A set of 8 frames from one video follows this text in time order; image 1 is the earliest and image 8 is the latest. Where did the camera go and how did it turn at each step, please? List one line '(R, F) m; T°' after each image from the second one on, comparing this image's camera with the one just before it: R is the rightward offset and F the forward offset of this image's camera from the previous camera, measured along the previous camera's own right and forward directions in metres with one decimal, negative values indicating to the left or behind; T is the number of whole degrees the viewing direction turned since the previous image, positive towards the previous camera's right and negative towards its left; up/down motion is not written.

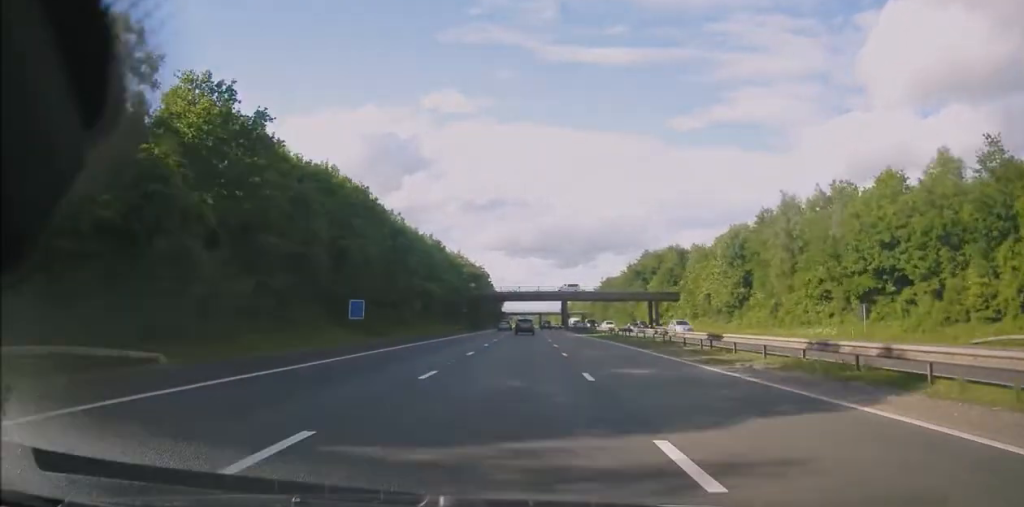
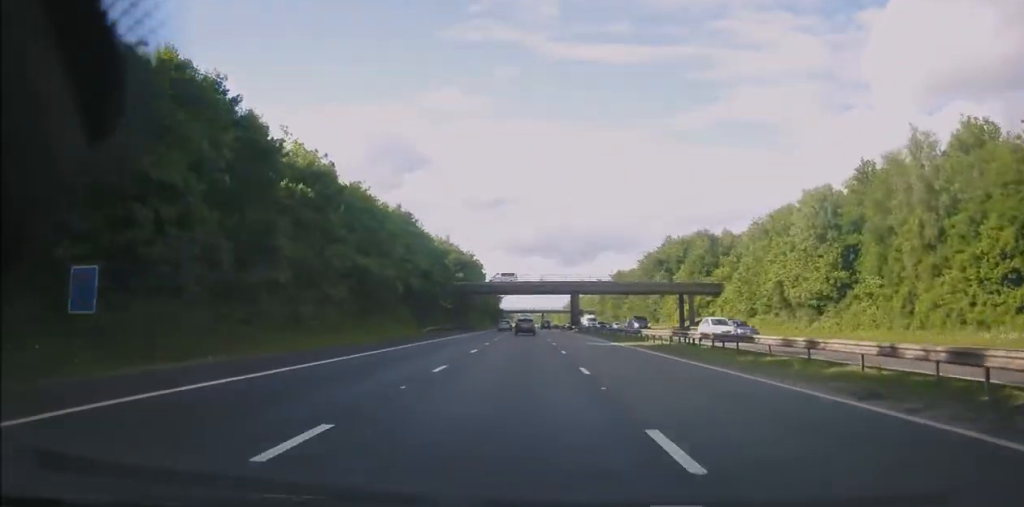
(-0.2, +25.9) m; -1°
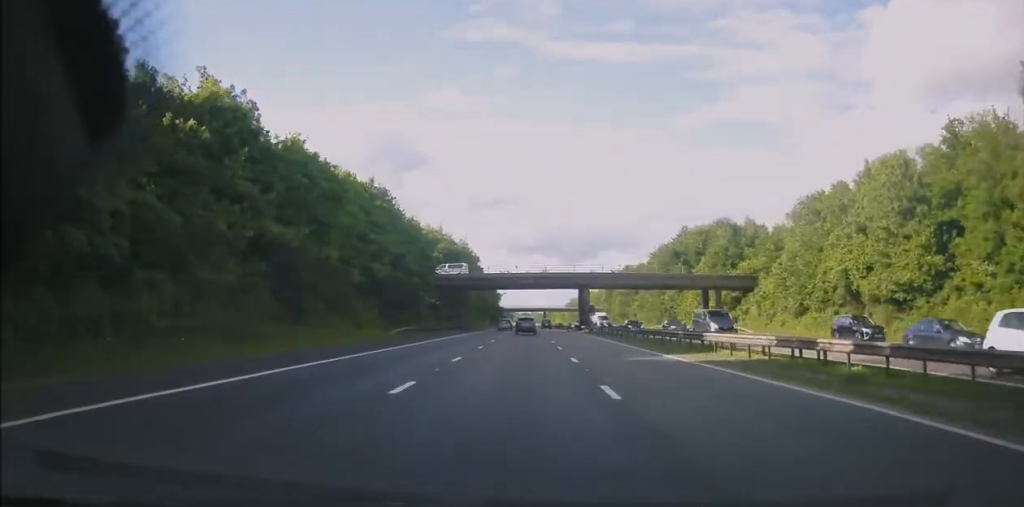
(-0.1, +14.0) m; 0°
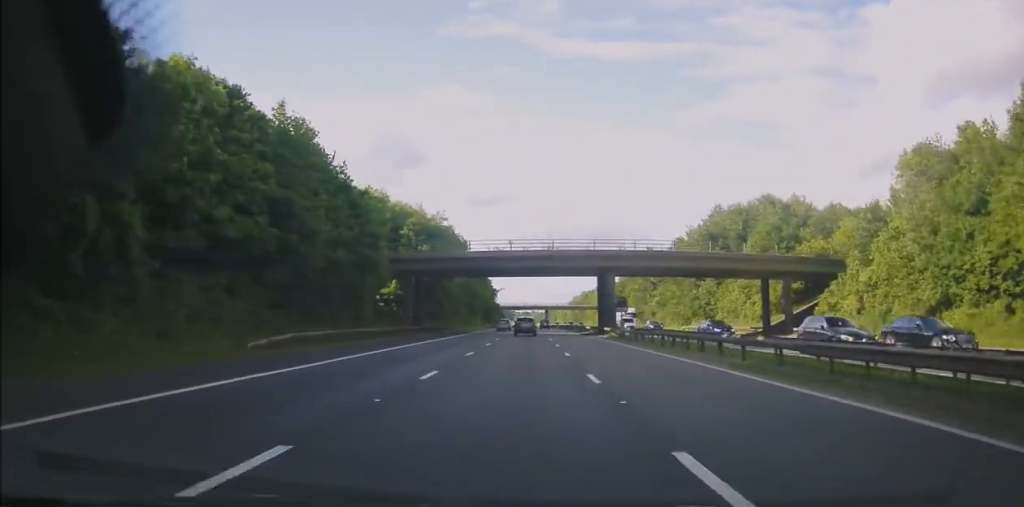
(0.0, +23.5) m; 0°
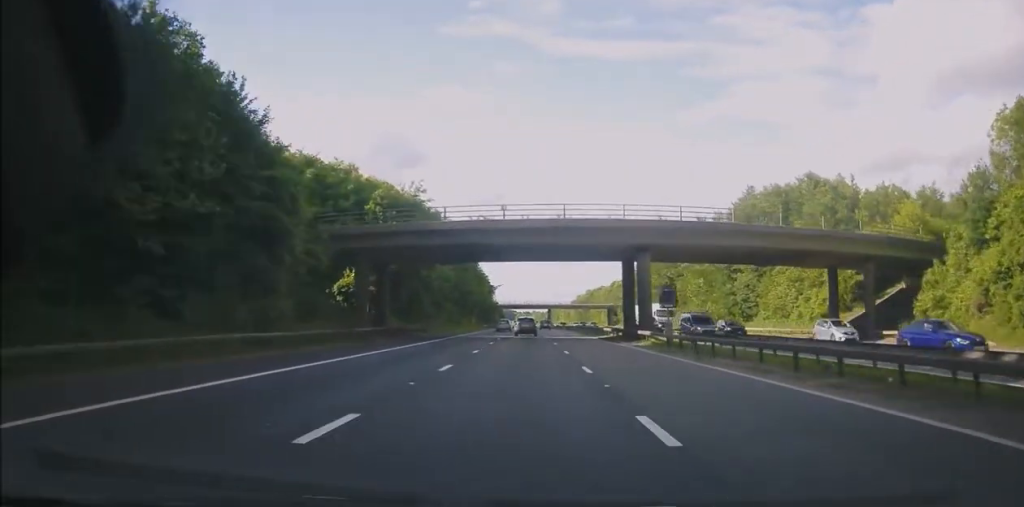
(+0.1, +15.9) m; 0°
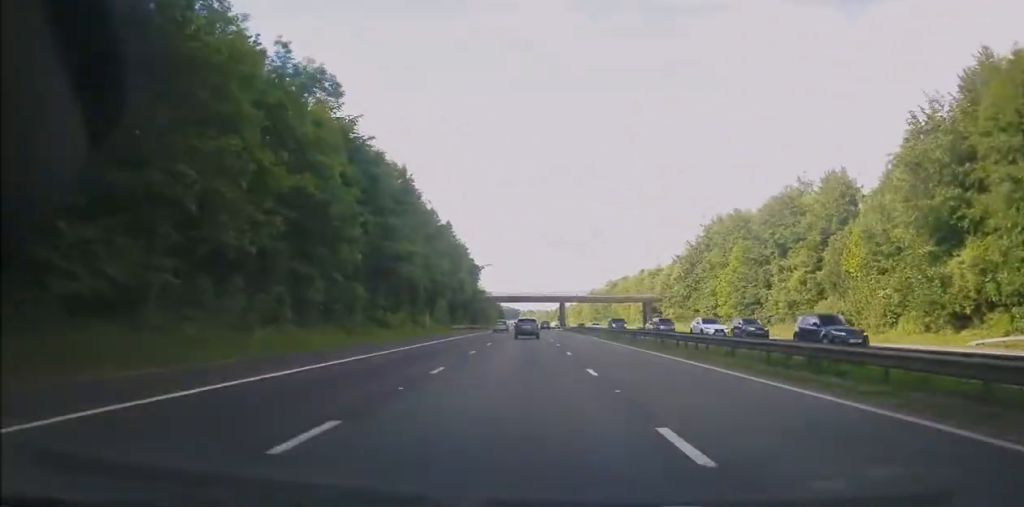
(-0.3, +54.3) m; -1°
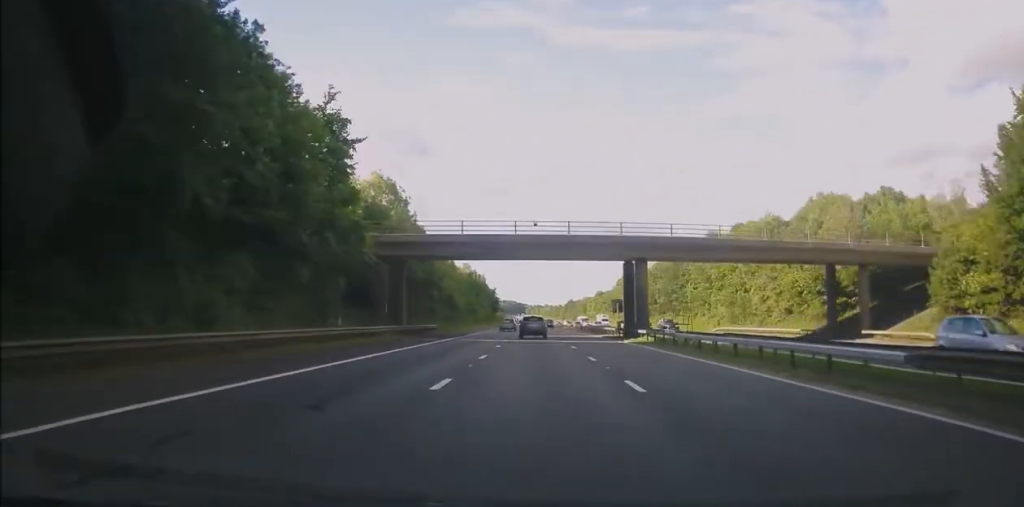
(-0.4, +85.3) m; 0°
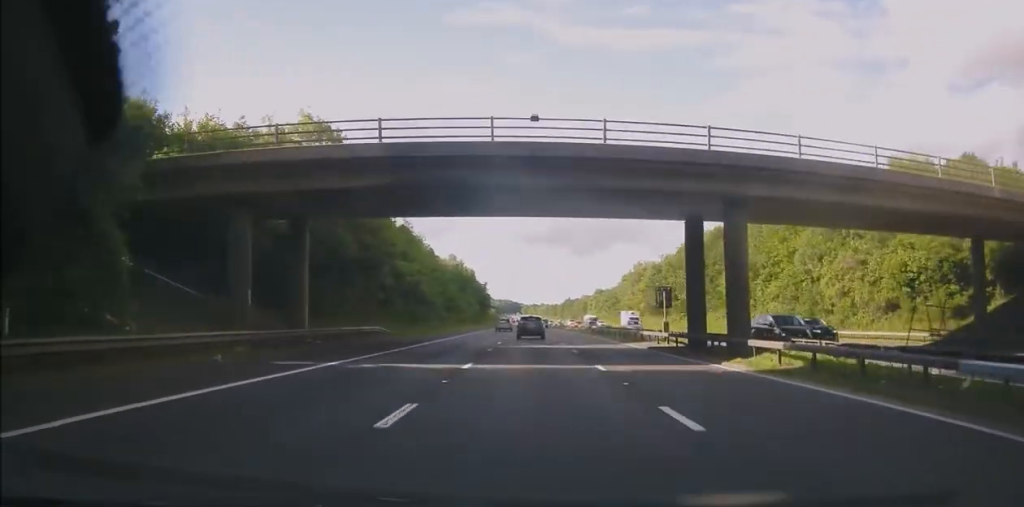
(0.0, +21.4) m; 0°
